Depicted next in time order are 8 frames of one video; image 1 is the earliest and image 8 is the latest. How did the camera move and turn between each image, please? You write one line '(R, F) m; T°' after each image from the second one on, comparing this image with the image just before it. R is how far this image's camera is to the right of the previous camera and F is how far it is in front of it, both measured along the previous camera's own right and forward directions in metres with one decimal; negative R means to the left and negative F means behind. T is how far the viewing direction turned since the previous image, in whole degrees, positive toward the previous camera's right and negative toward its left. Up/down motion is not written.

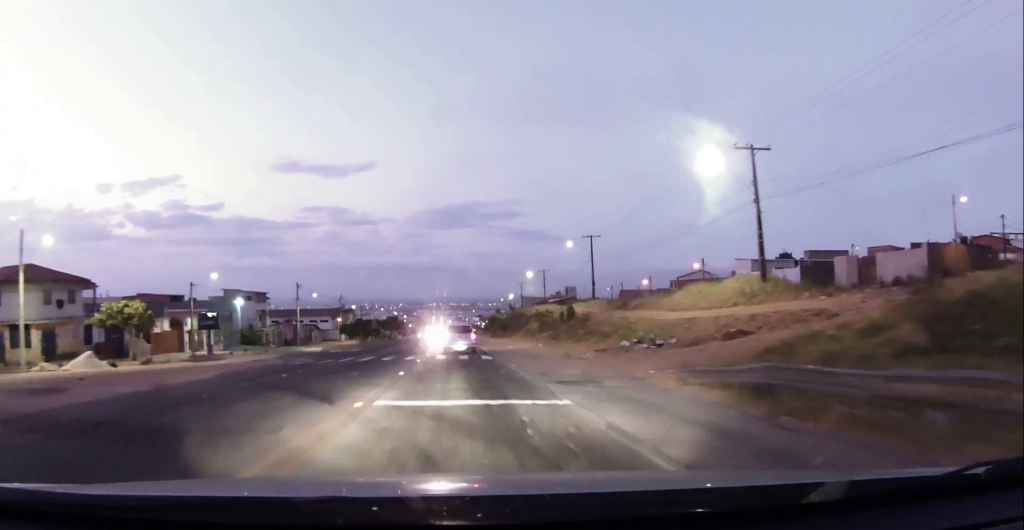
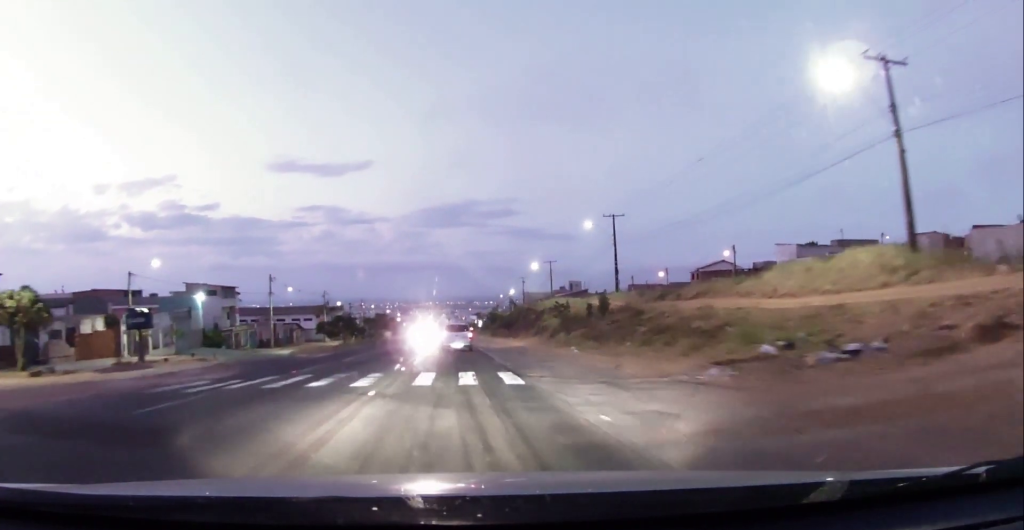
(0.0, +13.5) m; 0°
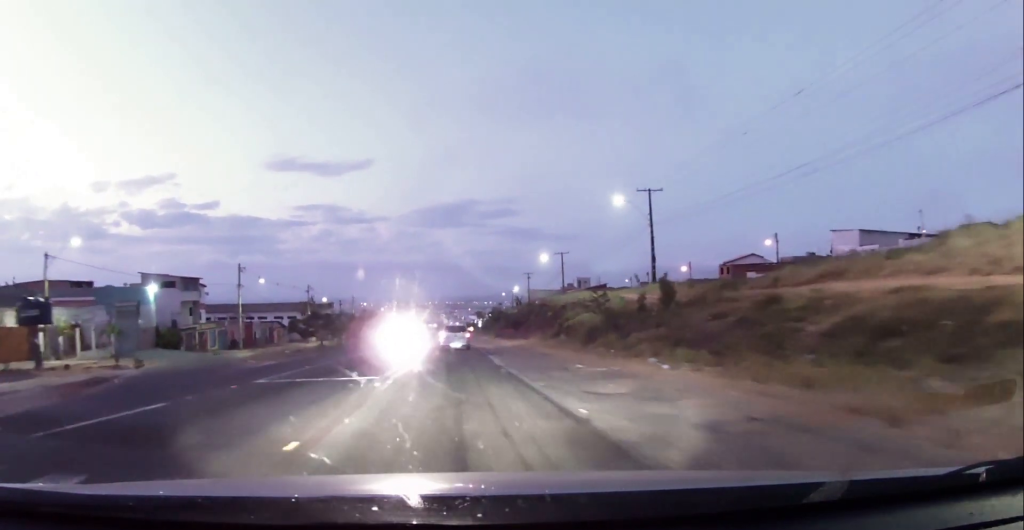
(0.0, +13.4) m; 0°
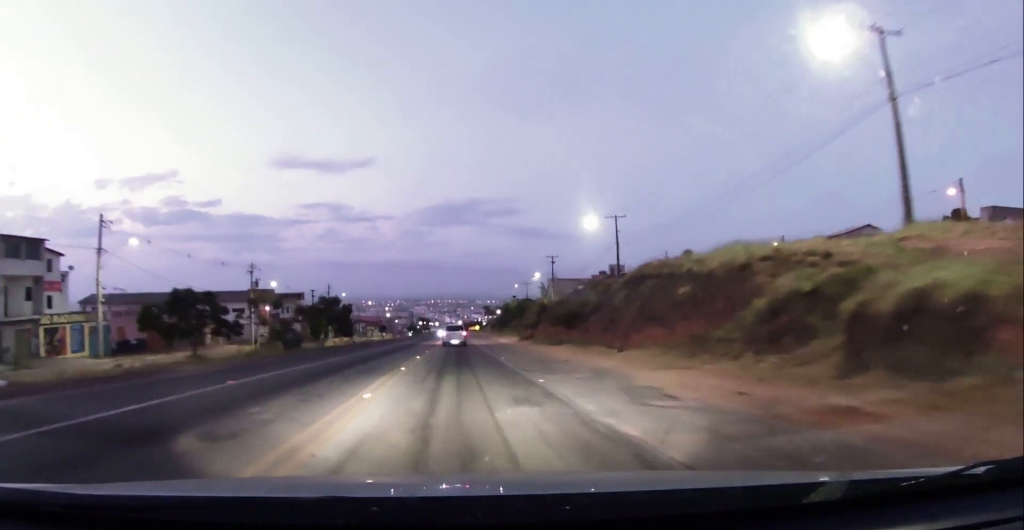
(-0.5, +33.8) m; 0°
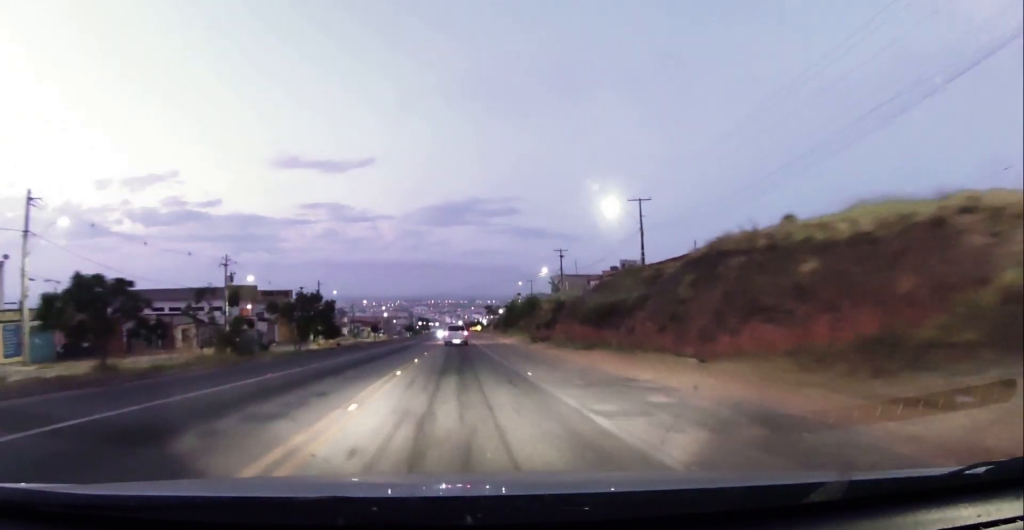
(+0.1, +9.4) m; 0°
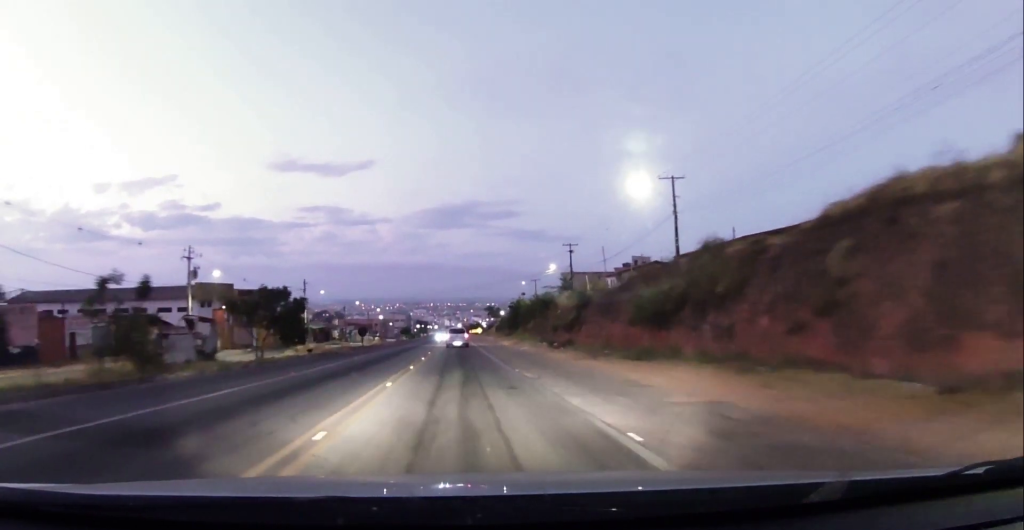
(+0.1, +10.0) m; -1°
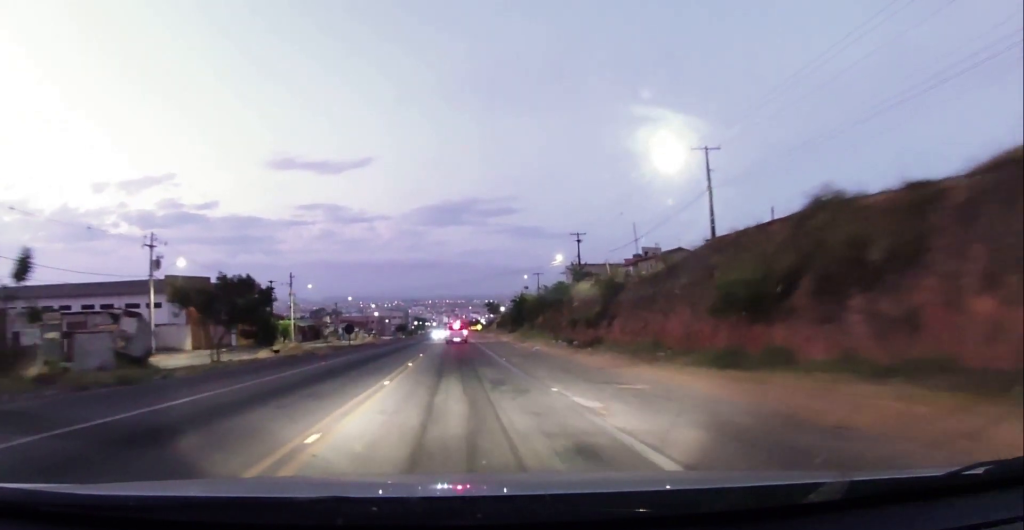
(-0.2, +7.9) m; 0°
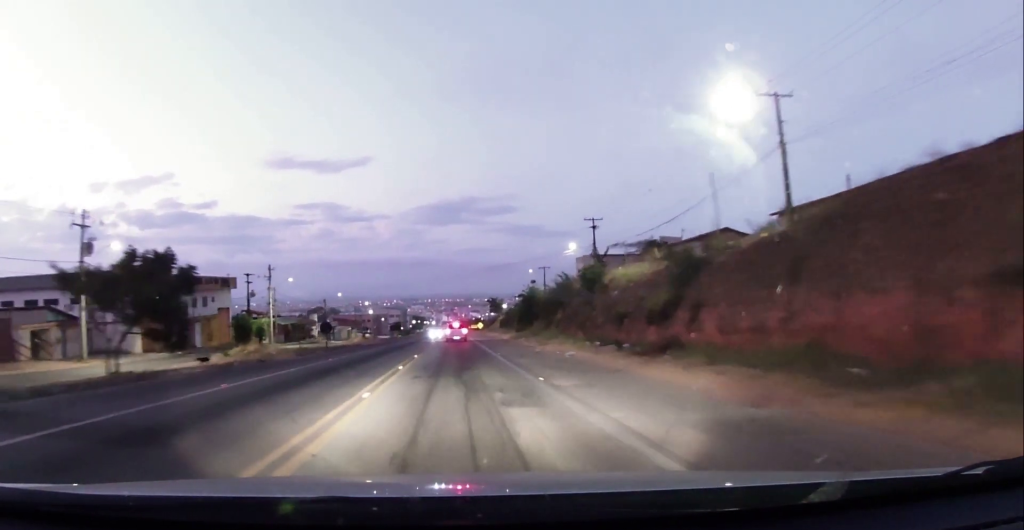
(-0.1, +11.1) m; 0°
